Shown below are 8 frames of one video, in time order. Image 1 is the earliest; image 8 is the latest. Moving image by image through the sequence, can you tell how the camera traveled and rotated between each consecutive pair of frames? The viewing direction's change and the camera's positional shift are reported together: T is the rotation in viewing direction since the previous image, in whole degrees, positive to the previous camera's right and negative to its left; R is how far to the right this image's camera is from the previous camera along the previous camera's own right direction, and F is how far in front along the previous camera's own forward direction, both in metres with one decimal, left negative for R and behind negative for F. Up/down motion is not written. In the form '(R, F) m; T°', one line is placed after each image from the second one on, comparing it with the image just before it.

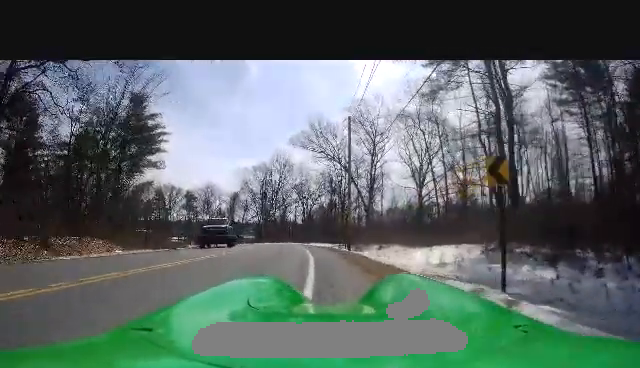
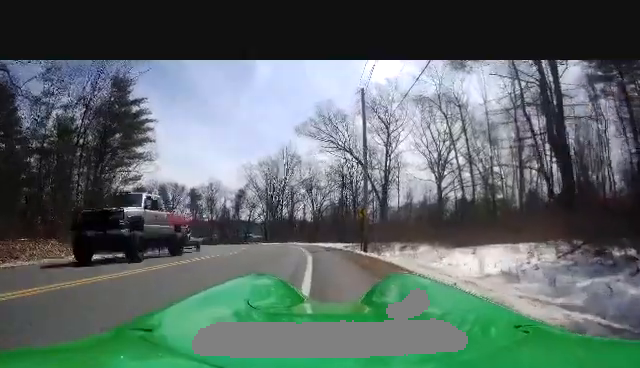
(0.0, +5.9) m; -3°
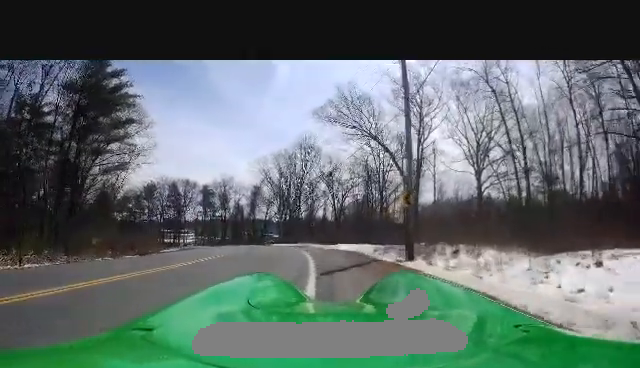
(-0.3, +8.4) m; -14°
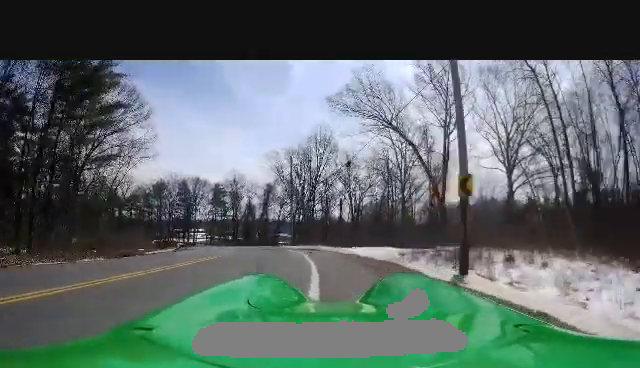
(+0.3, +5.1) m; -17°
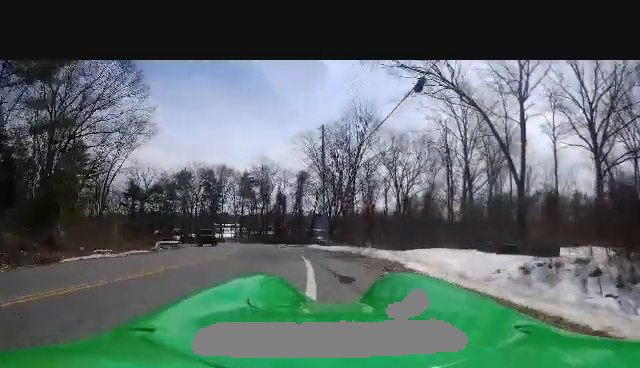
(-3.0, +12.7) m; +3°
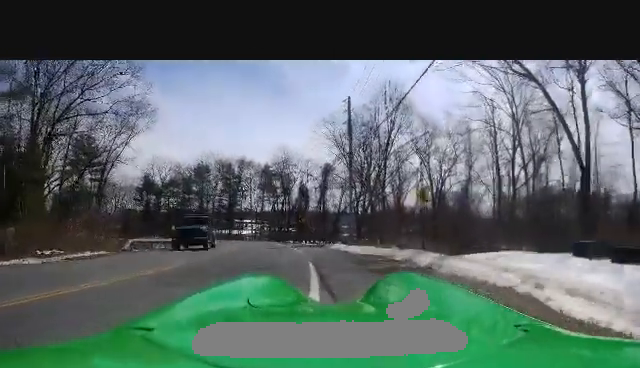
(+3.0, +7.3) m; +8°
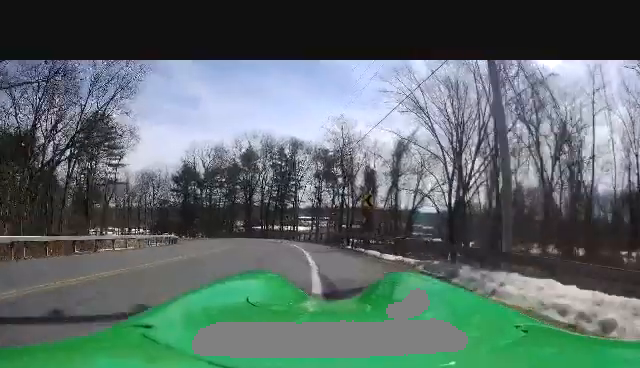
(-4.2, +18.0) m; -17°
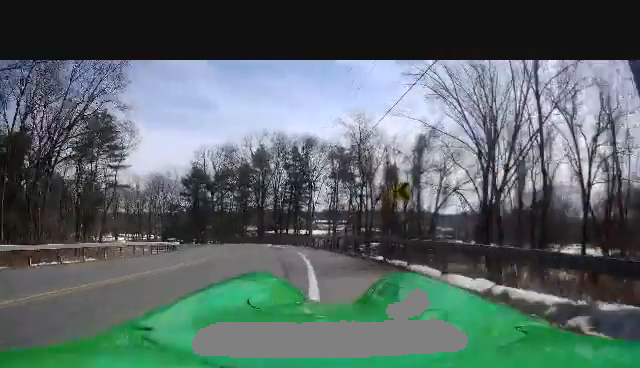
(-0.1, +5.1) m; -1°
